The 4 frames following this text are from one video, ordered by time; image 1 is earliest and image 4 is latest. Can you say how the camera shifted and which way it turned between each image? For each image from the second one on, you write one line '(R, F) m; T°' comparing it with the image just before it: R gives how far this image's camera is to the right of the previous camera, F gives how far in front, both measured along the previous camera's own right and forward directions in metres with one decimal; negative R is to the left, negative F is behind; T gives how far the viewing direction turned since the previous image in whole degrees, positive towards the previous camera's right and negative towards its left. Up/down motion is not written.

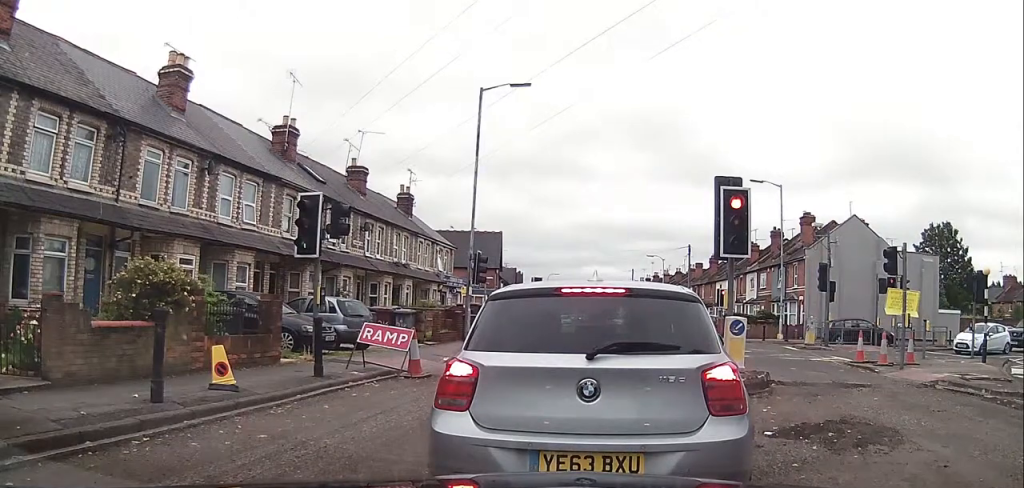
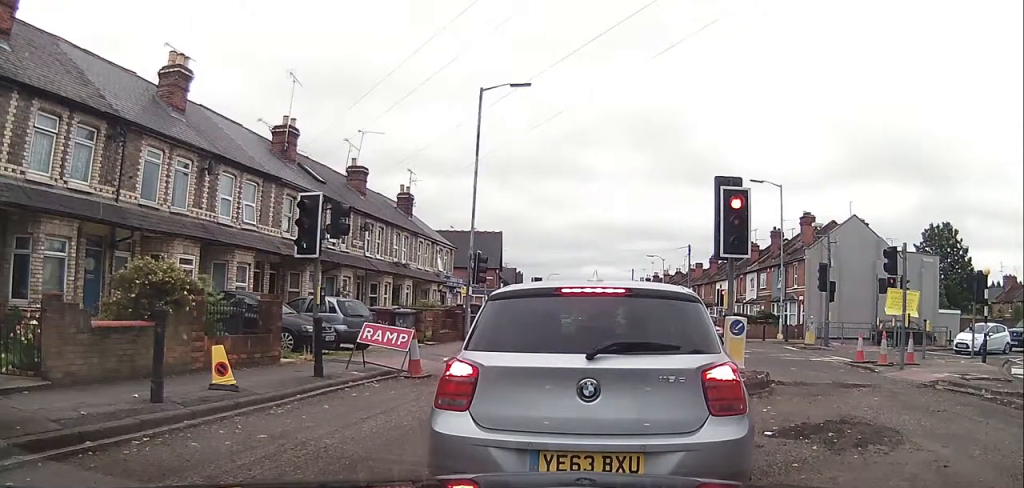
(0.0, 0.0) m; 0°
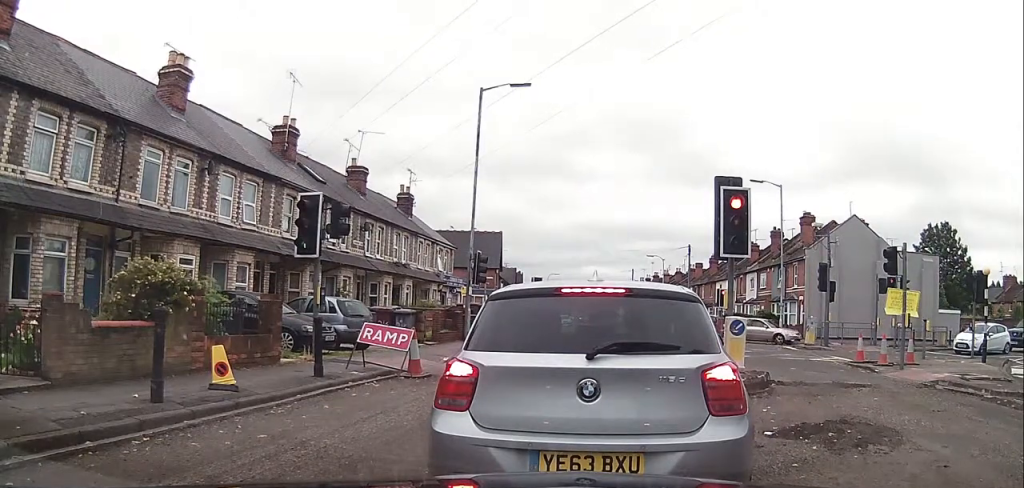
(0.0, 0.0) m; 0°
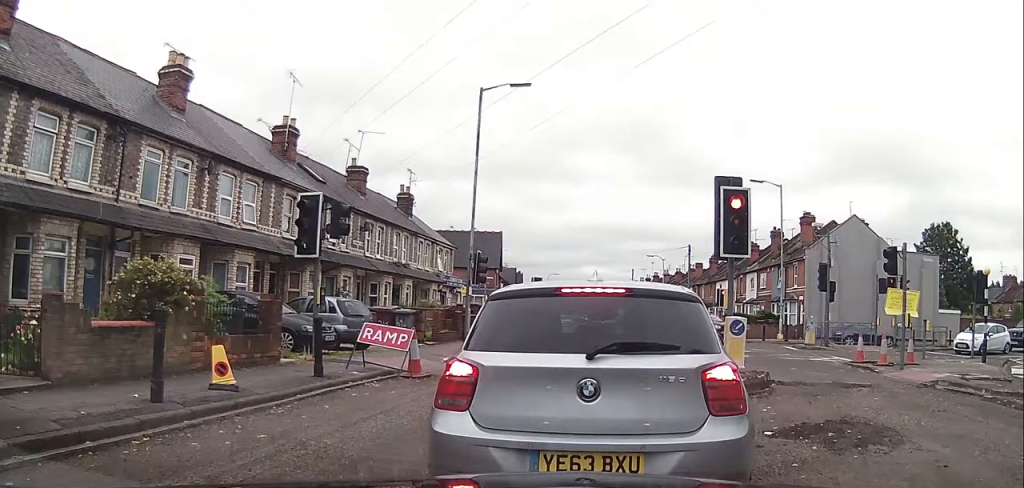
(0.0, +0.4) m; 0°
